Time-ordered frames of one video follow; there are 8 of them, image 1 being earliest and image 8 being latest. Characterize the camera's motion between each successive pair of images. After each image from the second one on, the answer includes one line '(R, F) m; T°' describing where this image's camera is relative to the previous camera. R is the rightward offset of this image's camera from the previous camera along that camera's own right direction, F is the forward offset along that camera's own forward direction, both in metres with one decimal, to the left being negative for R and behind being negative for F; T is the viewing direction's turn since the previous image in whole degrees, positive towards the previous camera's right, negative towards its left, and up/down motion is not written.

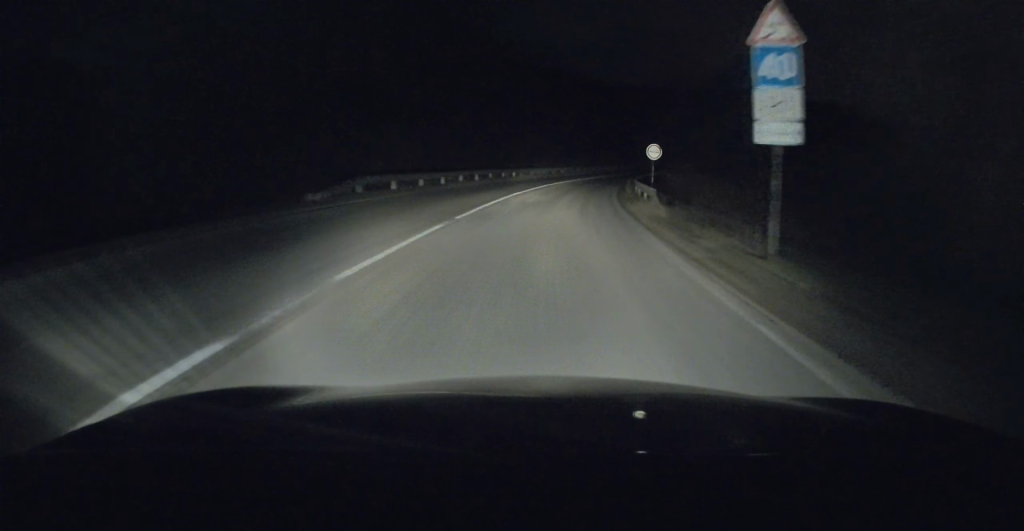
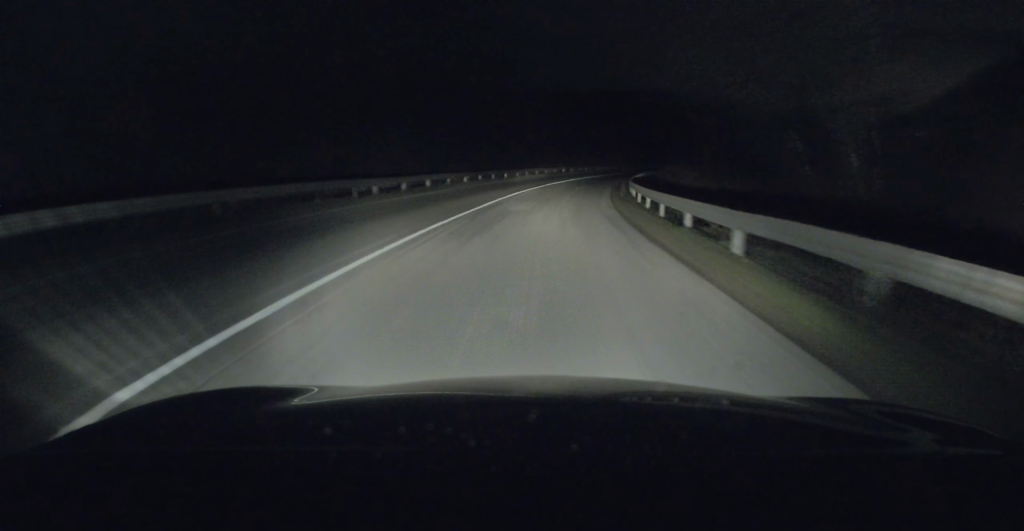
(+3.8, +37.4) m; +11°
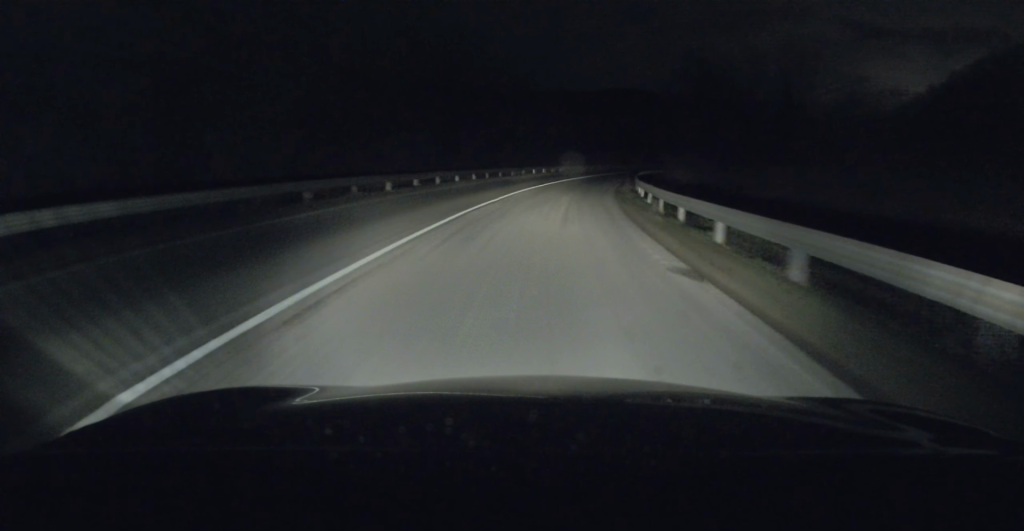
(+0.4, +13.6) m; +3°
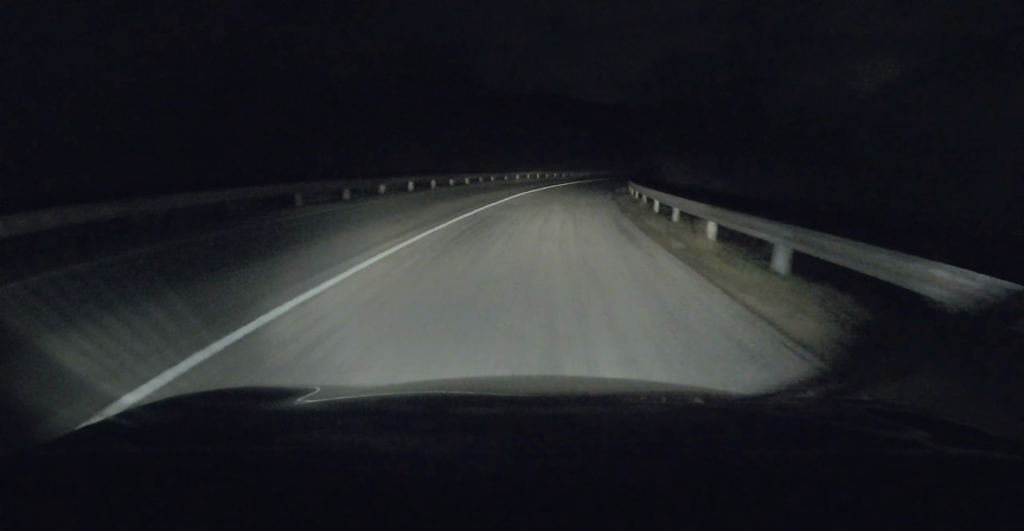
(+1.4, +29.5) m; +7°
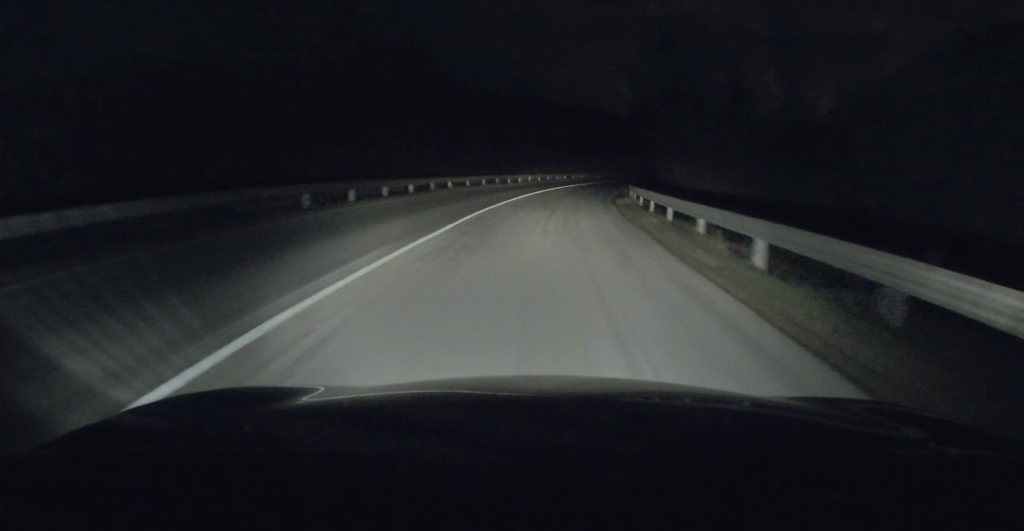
(+0.5, +10.9) m; +3°
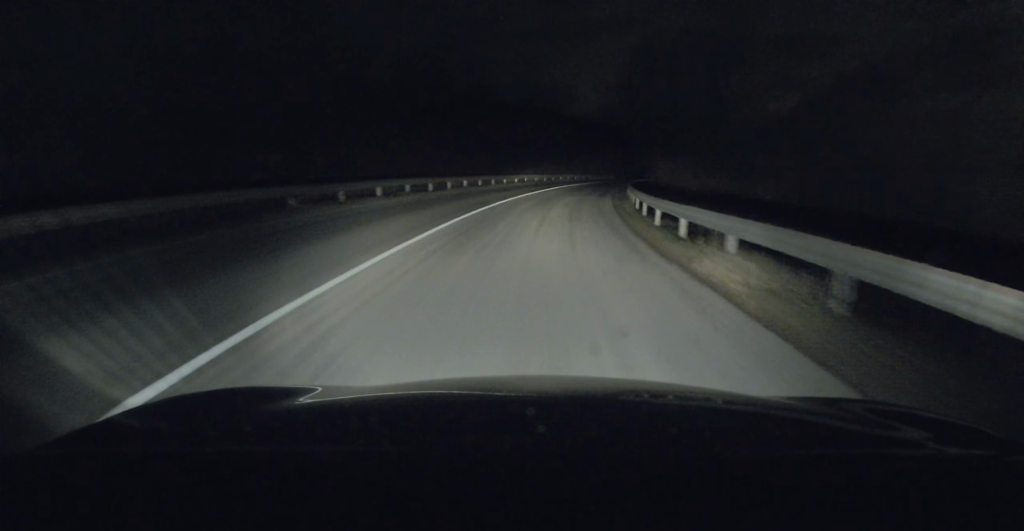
(+0.8, +18.6) m; +5°
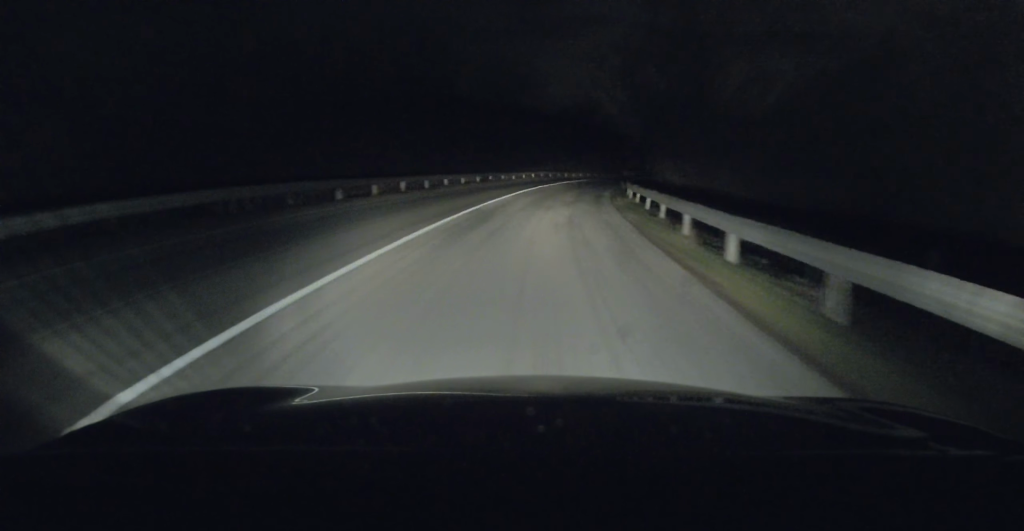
(+0.2, +11.5) m; +3°
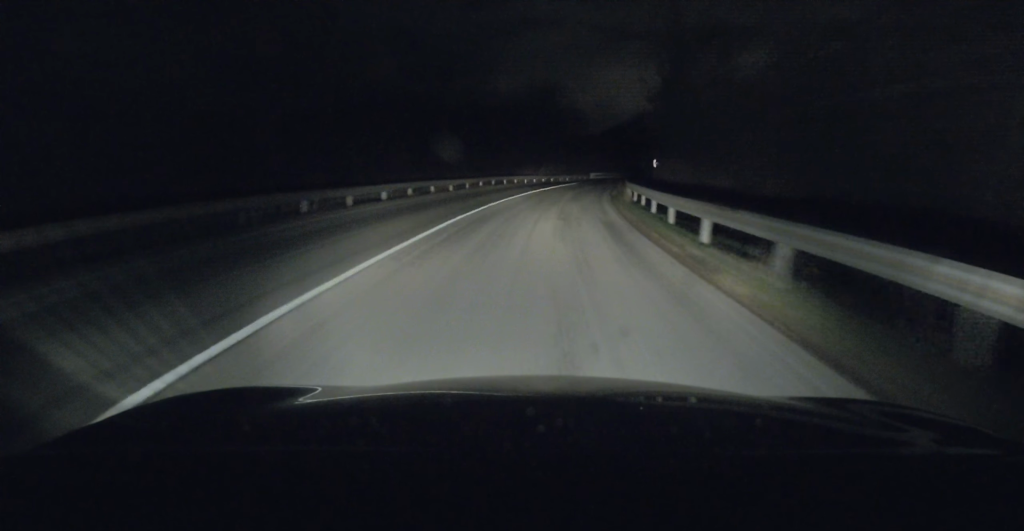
(+0.6, +17.5) m; +3°
